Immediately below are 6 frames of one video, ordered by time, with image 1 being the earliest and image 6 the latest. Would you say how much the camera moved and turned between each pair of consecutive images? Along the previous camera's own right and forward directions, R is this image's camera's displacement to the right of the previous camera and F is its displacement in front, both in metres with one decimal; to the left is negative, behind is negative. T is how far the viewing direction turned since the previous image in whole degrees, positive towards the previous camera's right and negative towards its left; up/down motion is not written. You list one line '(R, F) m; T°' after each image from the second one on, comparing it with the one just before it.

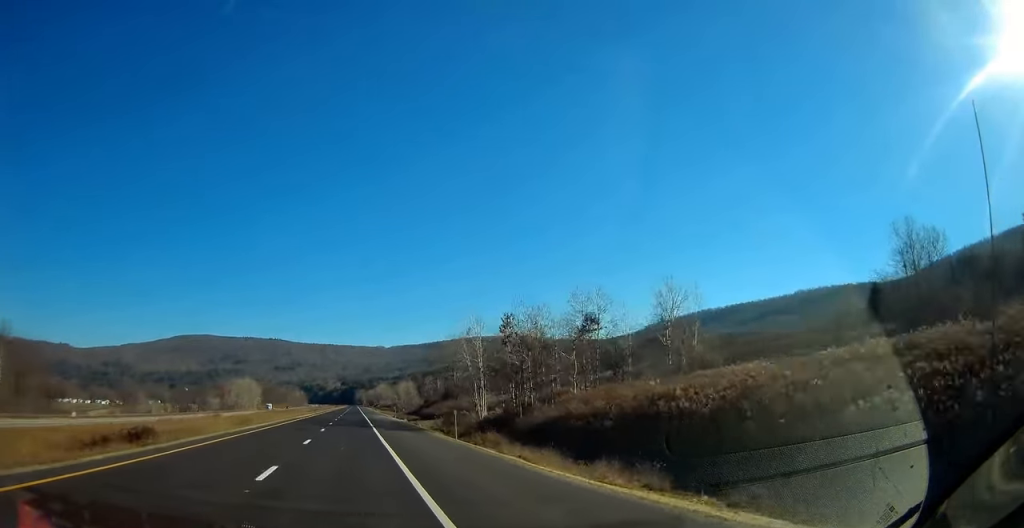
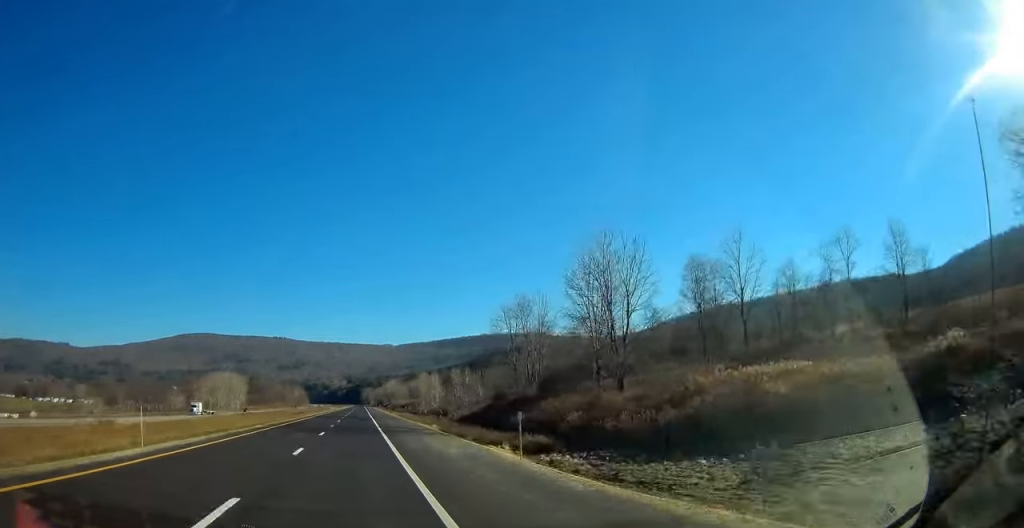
(-0.4, +66.7) m; -1°
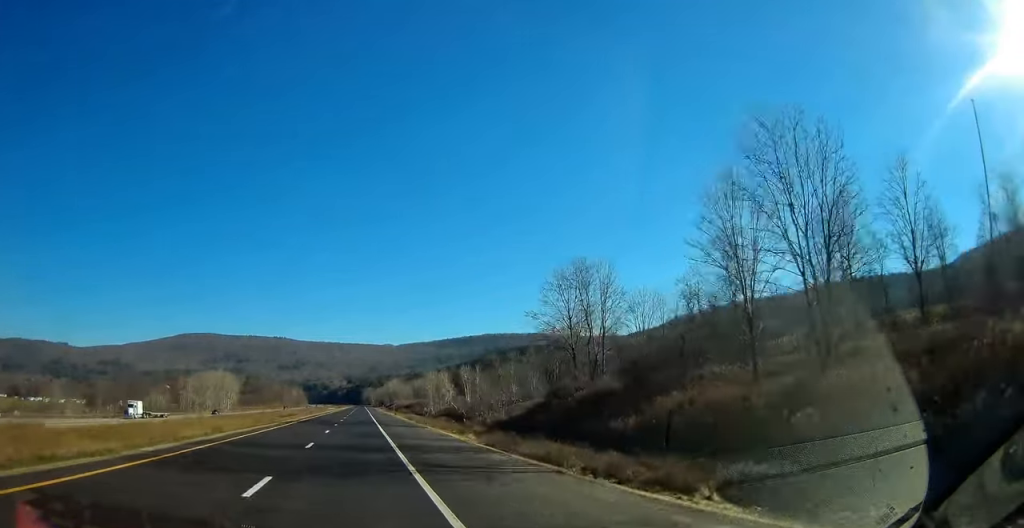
(-0.2, +21.1) m; 0°
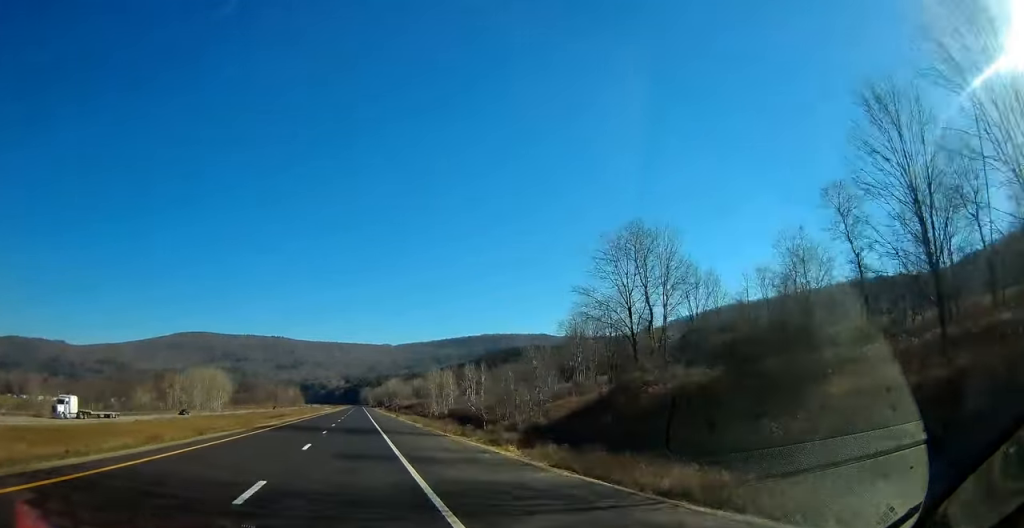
(+0.1, +13.0) m; 0°
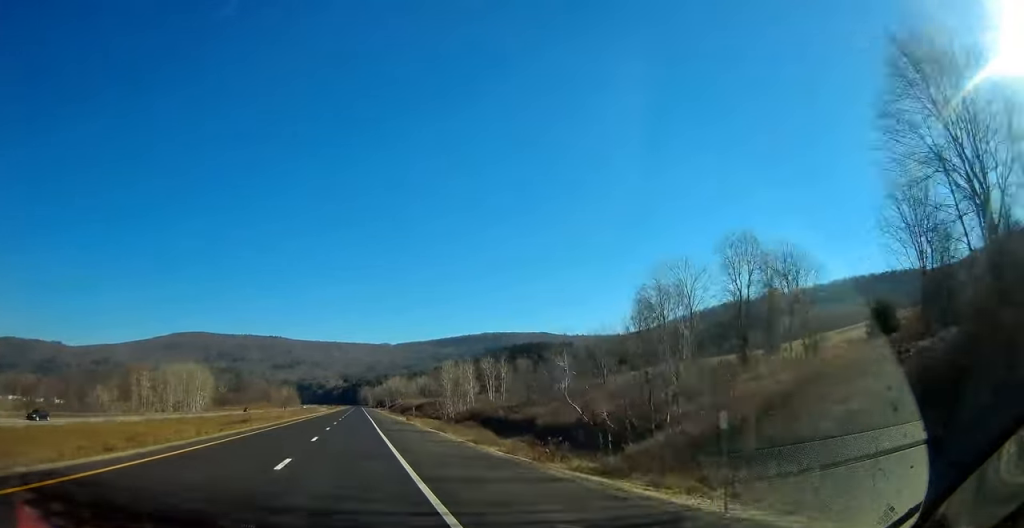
(+0.2, +31.1) m; 0°
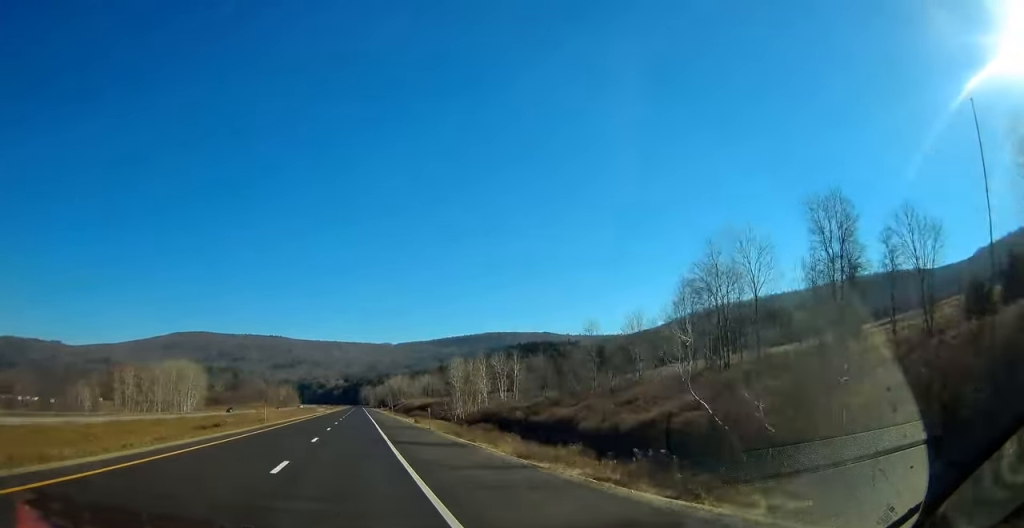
(+0.1, +13.0) m; 0°
